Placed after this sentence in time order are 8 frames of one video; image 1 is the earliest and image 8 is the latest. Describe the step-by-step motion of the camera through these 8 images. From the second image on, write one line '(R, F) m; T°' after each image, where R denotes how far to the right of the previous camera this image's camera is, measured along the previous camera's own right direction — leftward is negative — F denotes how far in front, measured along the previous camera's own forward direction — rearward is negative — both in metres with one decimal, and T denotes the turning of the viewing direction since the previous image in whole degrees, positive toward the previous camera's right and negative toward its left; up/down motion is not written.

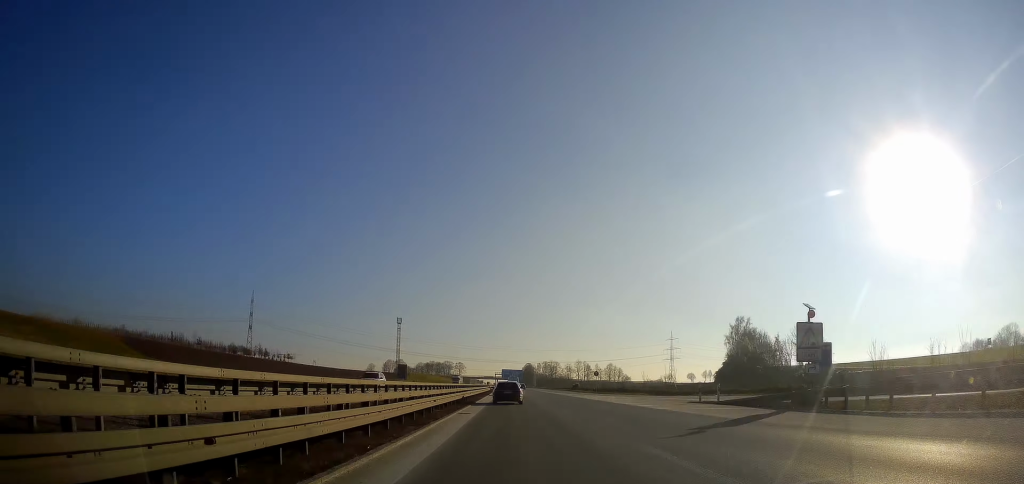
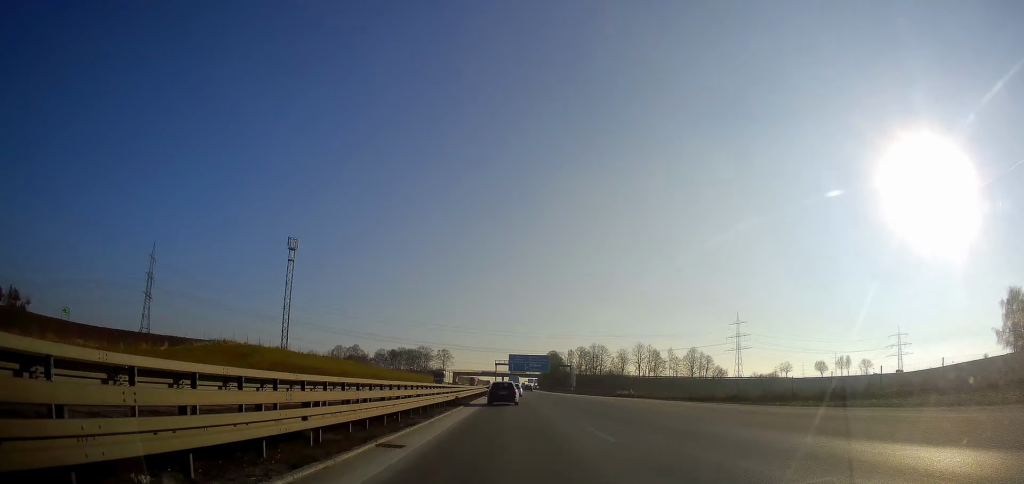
(-1.9, +167.9) m; -1°
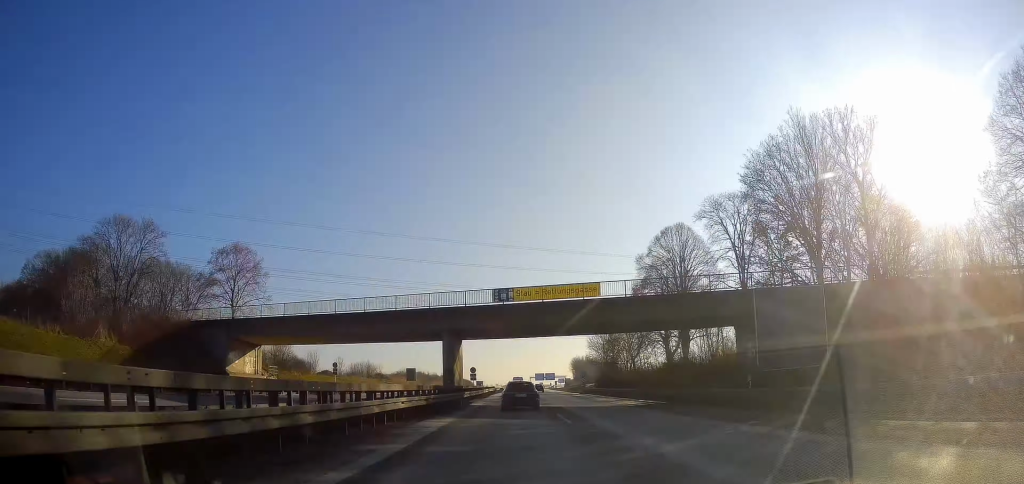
(-1.2, +221.6) m; +1°
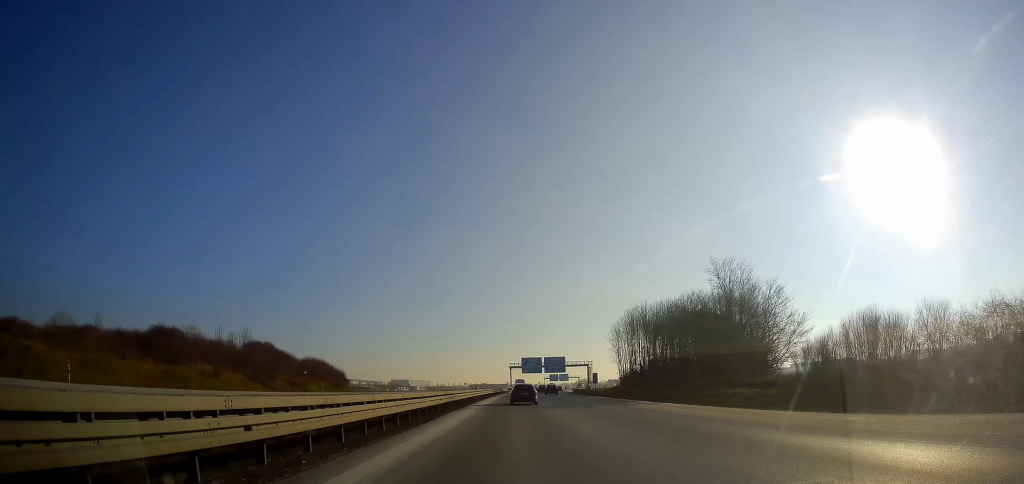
(+5.2, +247.2) m; +3°
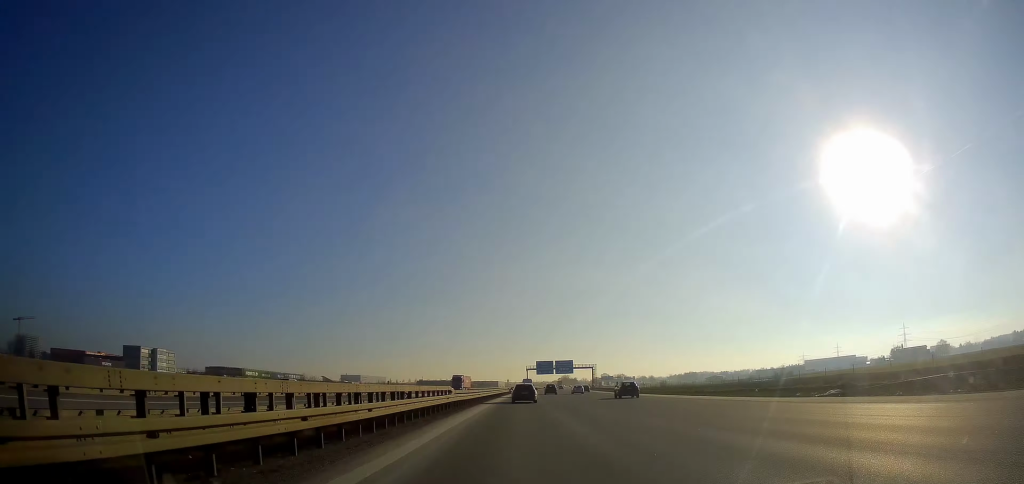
(+7.6, +202.0) m; +4°
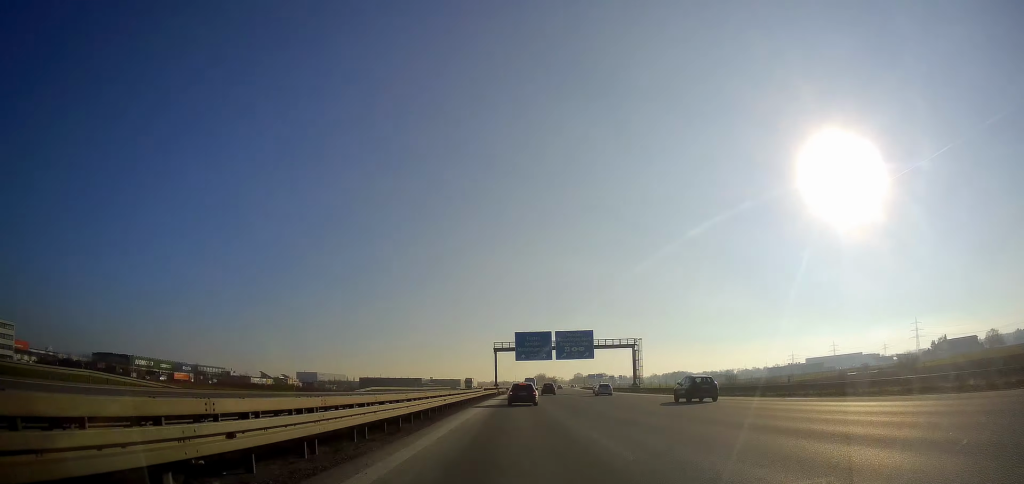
(-0.6, +109.1) m; +2°
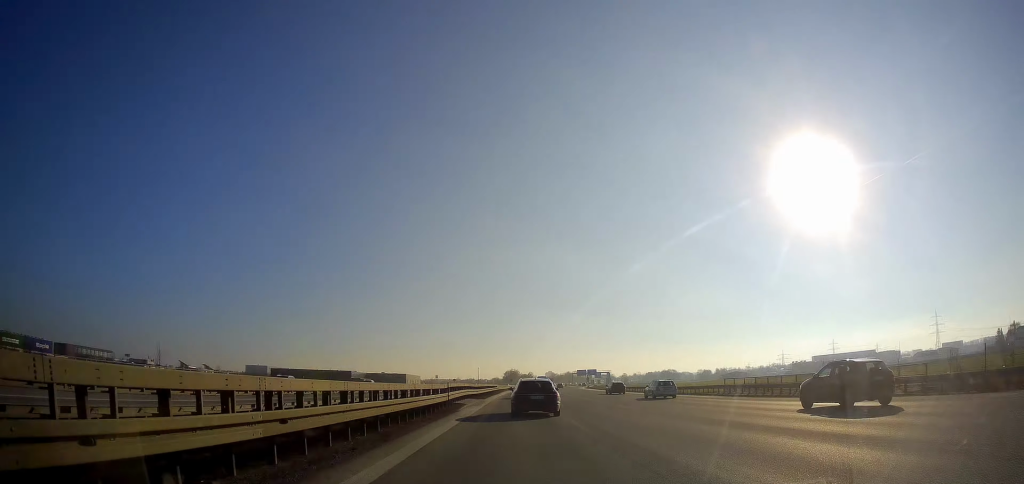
(+5.5, +97.9) m; +3°
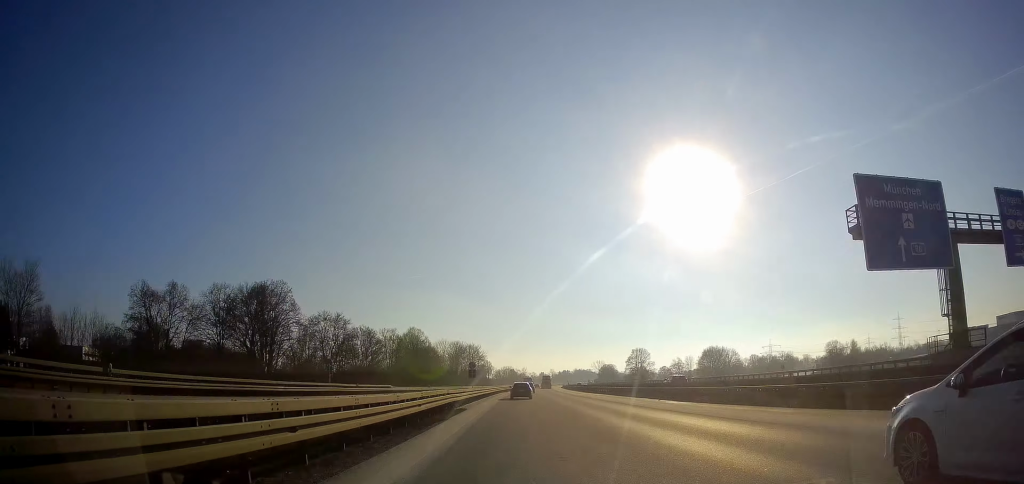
(+64.8, +548.9) m; +13°
